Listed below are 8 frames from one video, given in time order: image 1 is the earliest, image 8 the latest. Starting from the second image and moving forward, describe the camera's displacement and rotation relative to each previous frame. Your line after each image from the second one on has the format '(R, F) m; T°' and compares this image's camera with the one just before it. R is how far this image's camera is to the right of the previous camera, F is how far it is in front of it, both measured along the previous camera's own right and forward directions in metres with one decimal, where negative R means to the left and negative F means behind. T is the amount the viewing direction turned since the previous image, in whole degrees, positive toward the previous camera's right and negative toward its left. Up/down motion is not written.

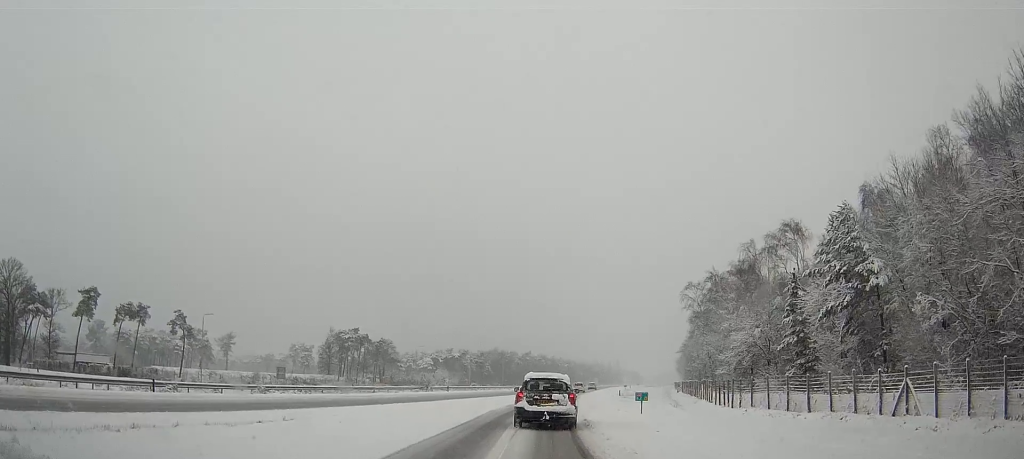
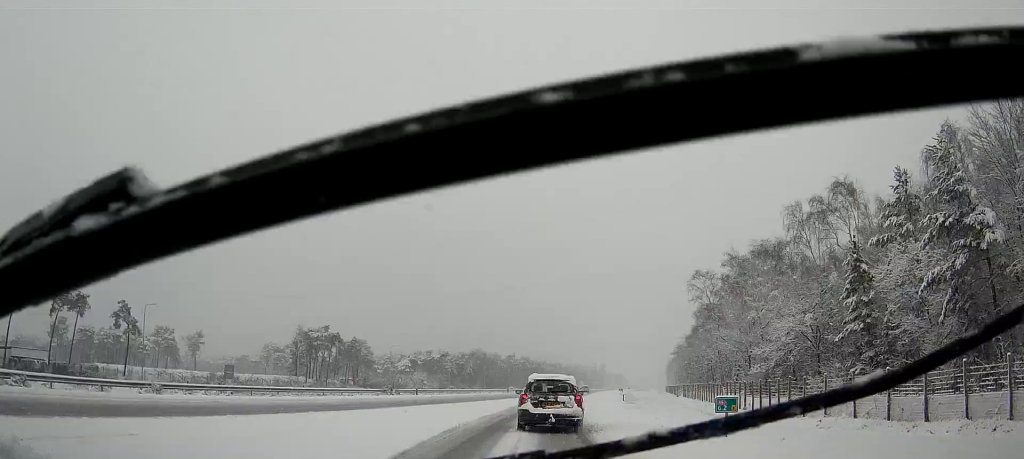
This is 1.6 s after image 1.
(0.0, +13.5) m; 0°
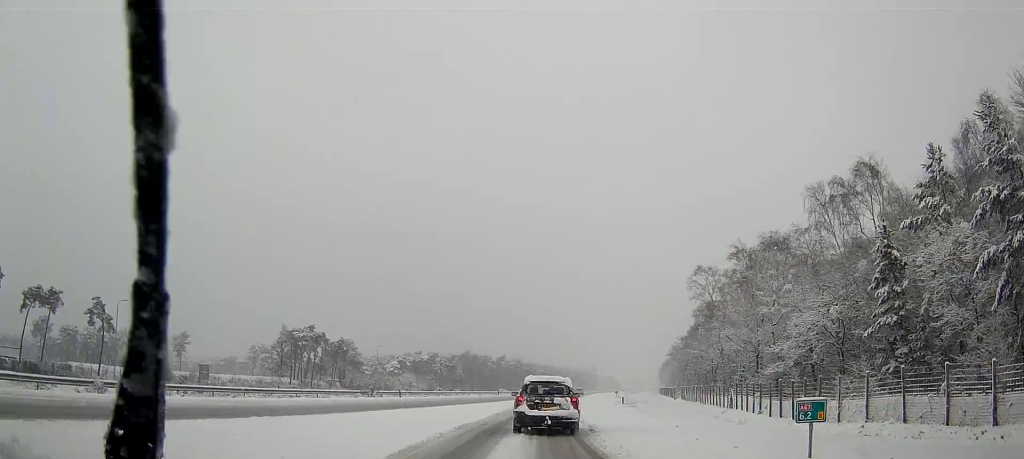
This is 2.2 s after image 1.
(0.0, +5.2) m; 0°
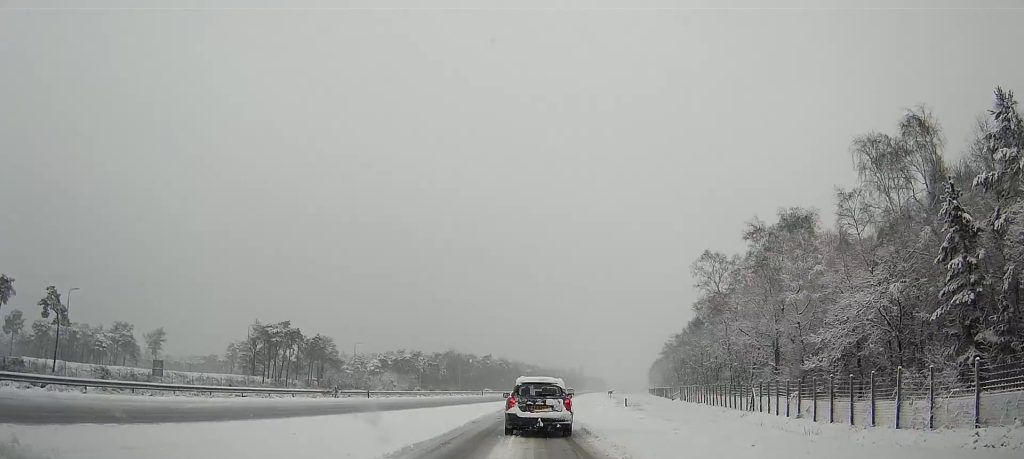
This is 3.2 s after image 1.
(0.0, +8.7) m; +1°
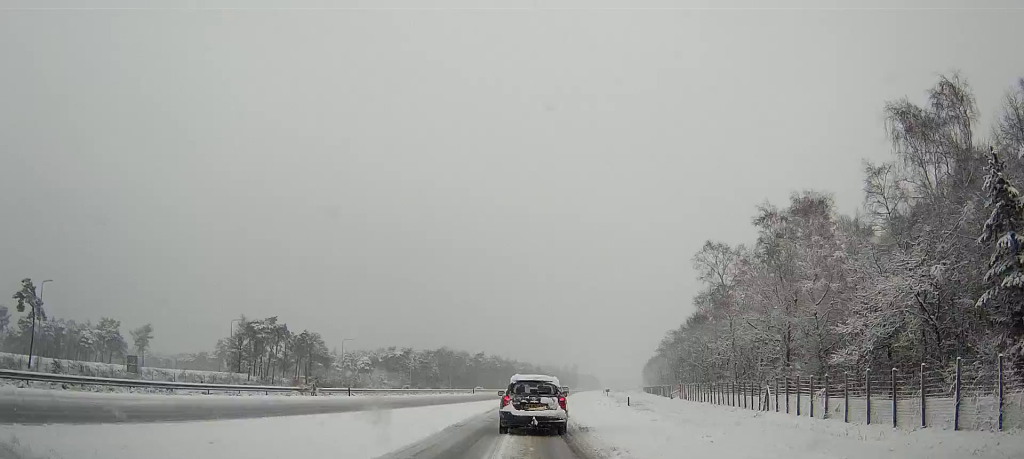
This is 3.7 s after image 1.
(+0.1, +4.3) m; +1°
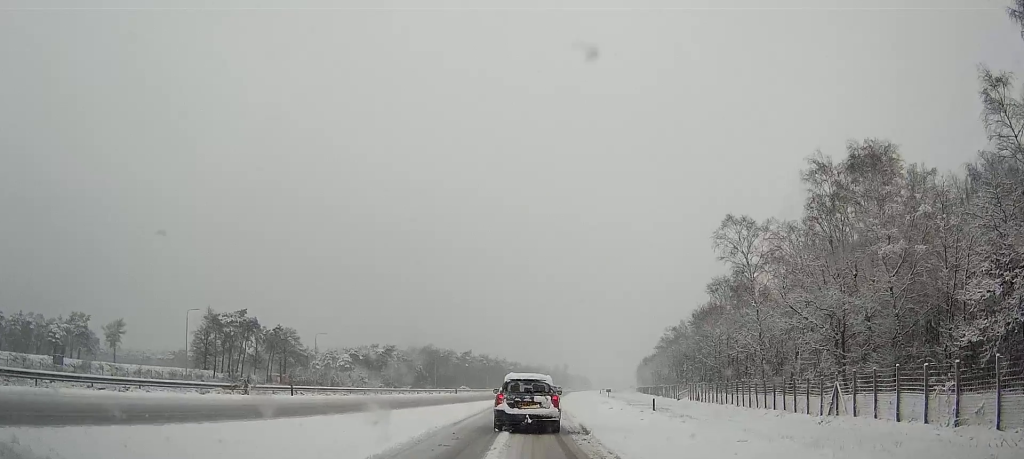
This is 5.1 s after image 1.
(+0.1, +12.1) m; +1°
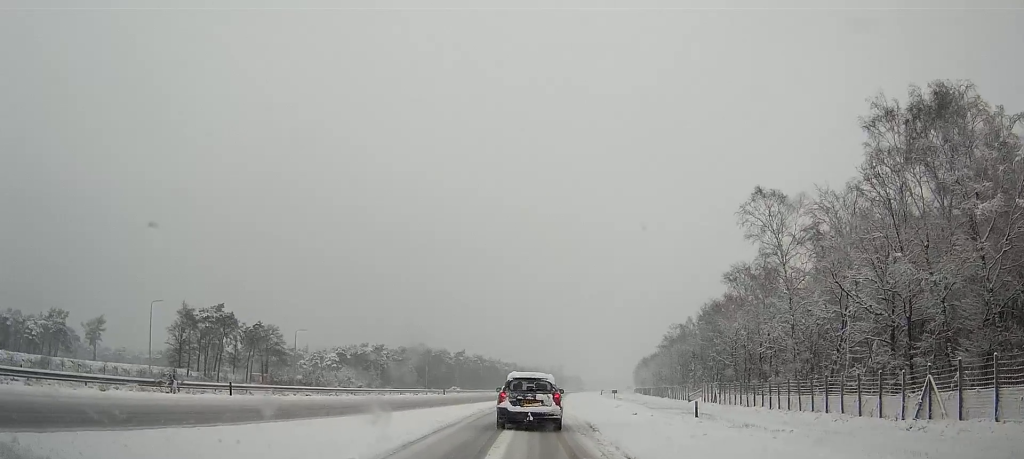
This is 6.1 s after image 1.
(0.0, +9.2) m; +2°
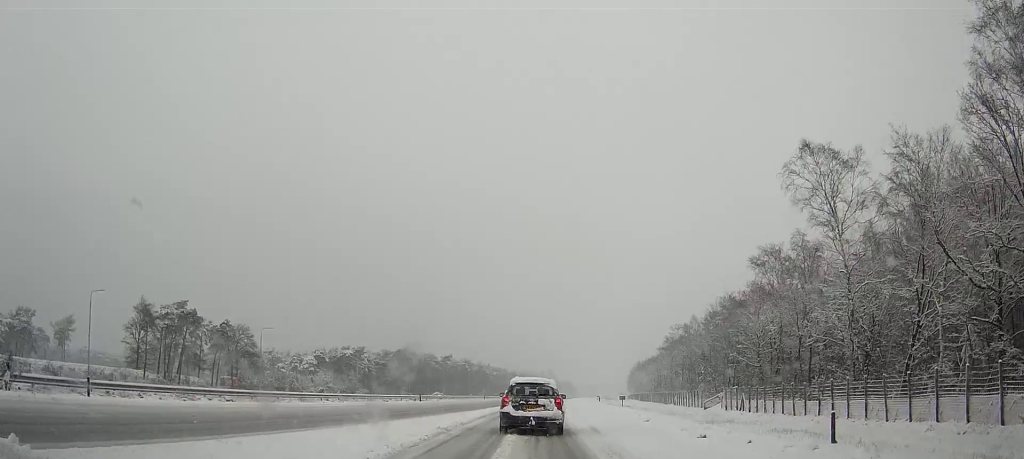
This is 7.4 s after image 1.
(+0.3, +12.1) m; +2°
